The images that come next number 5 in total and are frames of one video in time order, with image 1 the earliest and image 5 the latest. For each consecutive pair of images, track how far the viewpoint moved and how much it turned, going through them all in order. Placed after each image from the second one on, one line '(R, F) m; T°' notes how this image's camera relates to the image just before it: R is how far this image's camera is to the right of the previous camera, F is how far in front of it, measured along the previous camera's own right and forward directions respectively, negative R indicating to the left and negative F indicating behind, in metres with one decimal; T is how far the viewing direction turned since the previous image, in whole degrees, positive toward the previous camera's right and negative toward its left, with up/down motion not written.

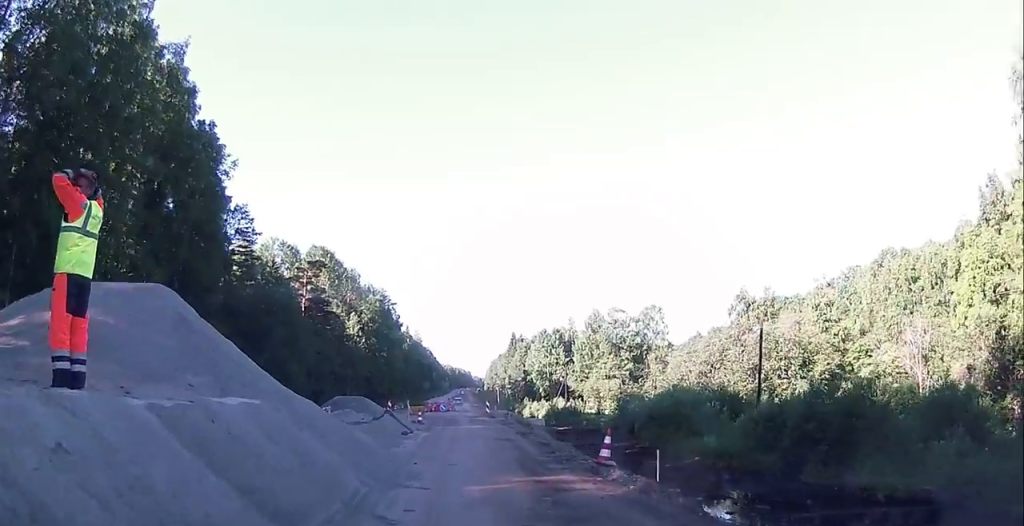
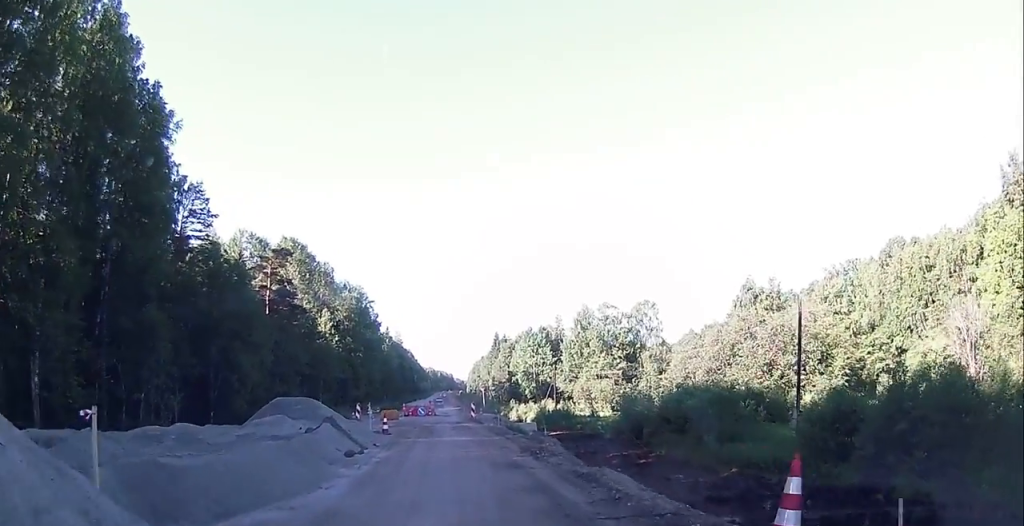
(-0.3, +7.7) m; -3°
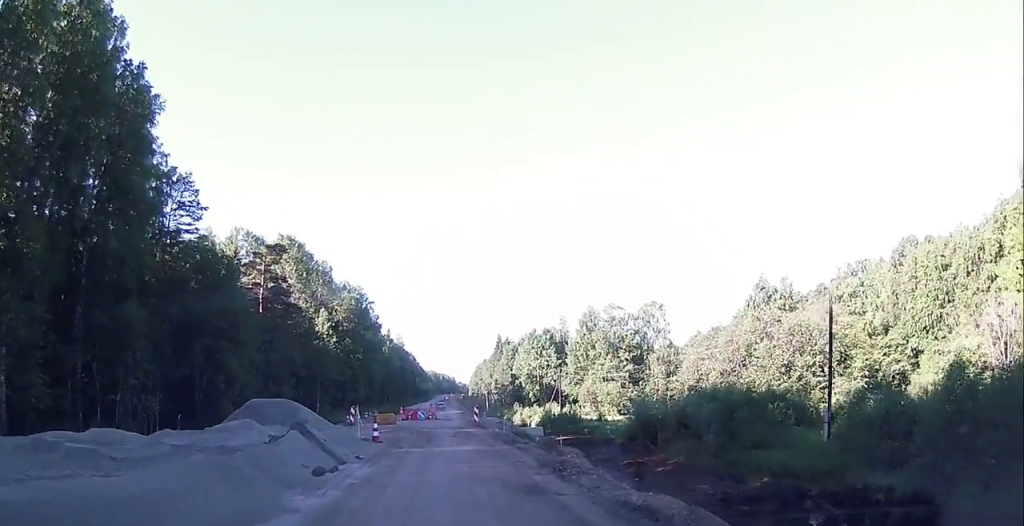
(+0.2, +3.3) m; -2°
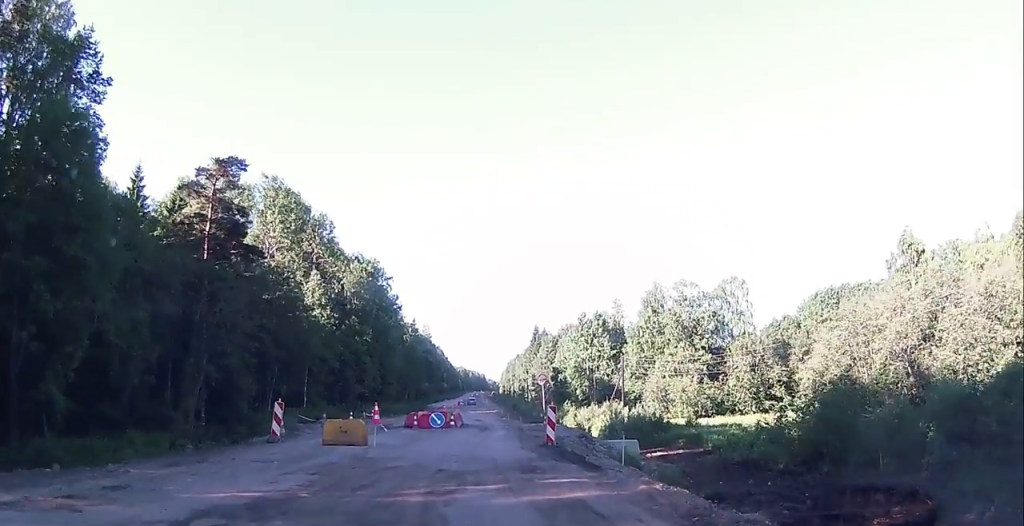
(-1.6, +24.7) m; -3°
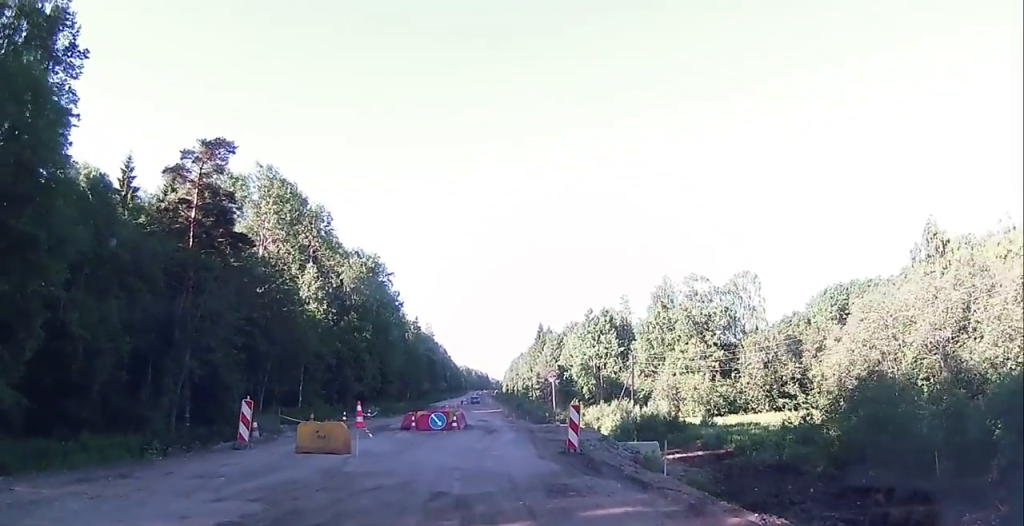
(+0.1, +3.4) m; 0°
